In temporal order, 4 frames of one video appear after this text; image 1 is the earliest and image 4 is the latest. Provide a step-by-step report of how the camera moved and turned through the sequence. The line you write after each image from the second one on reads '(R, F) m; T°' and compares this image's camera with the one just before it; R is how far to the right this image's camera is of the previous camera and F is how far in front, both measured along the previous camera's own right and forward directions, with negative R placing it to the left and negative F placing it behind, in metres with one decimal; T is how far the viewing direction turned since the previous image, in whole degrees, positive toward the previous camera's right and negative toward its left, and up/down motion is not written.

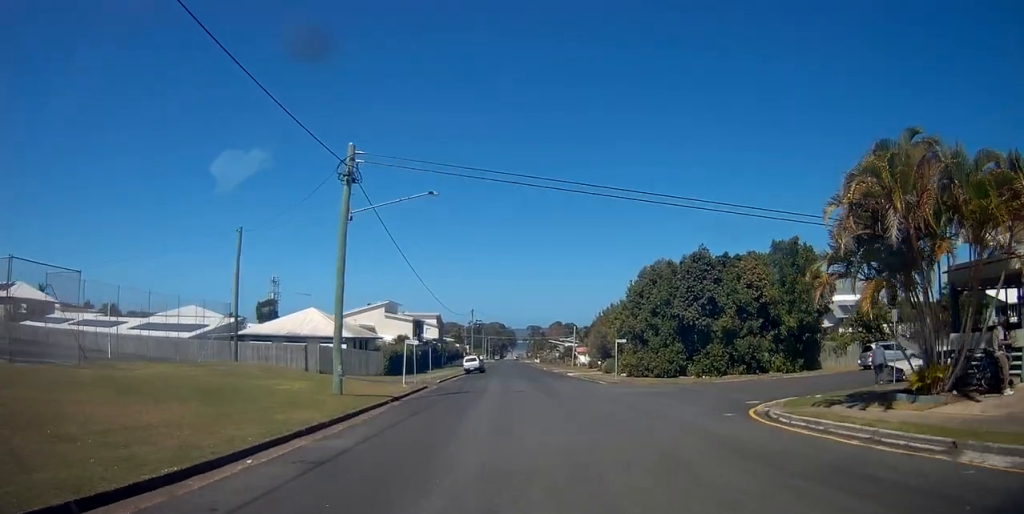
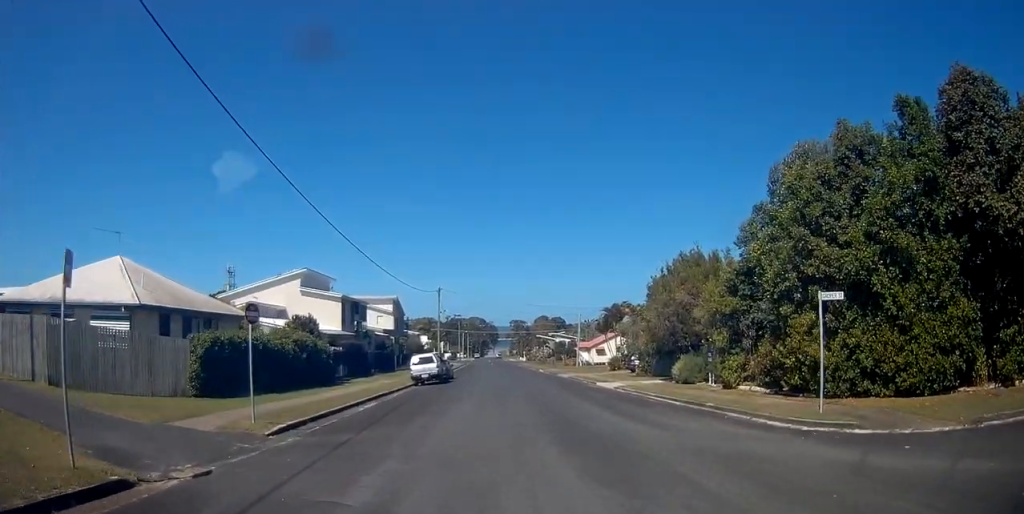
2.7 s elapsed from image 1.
(-0.1, +26.7) m; +2°
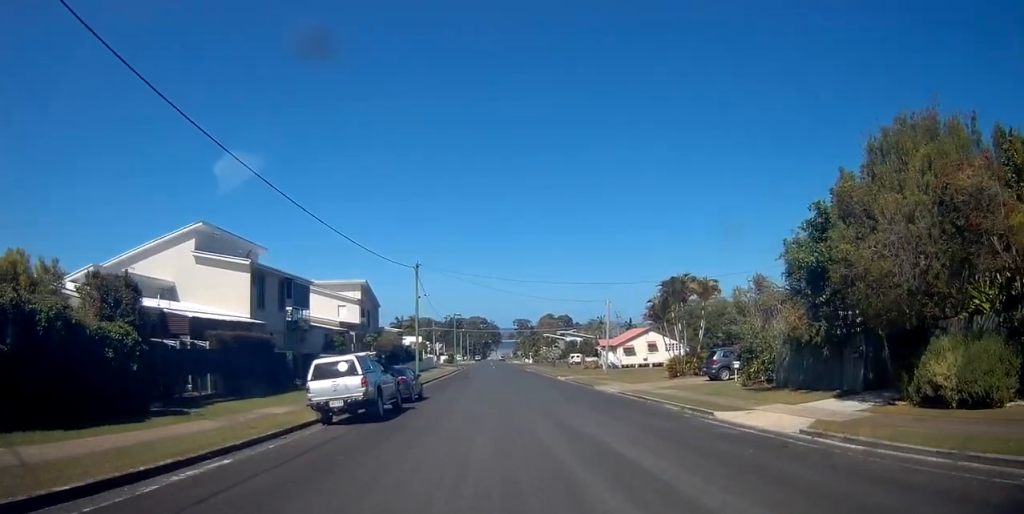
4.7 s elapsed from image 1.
(0.0, +18.4) m; -1°
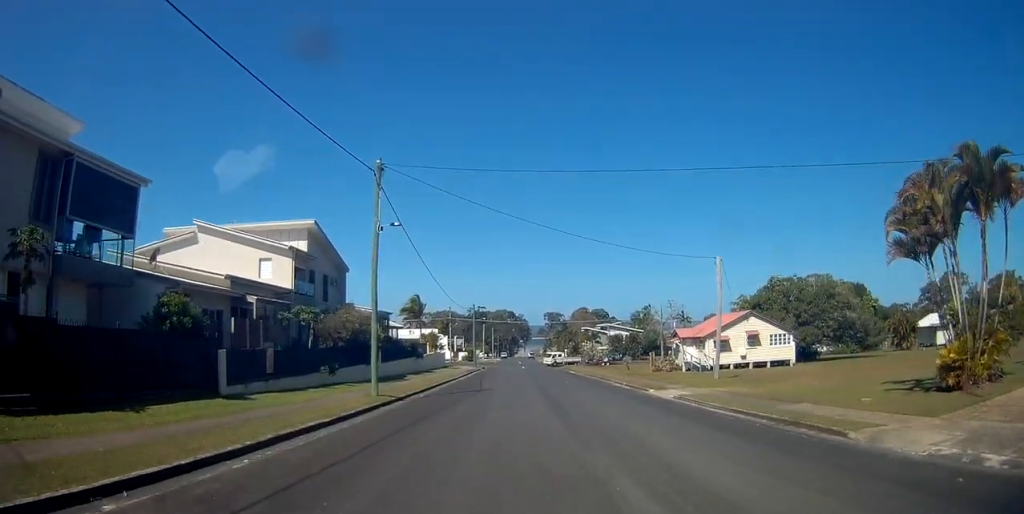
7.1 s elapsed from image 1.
(-0.1, +23.0) m; -1°
